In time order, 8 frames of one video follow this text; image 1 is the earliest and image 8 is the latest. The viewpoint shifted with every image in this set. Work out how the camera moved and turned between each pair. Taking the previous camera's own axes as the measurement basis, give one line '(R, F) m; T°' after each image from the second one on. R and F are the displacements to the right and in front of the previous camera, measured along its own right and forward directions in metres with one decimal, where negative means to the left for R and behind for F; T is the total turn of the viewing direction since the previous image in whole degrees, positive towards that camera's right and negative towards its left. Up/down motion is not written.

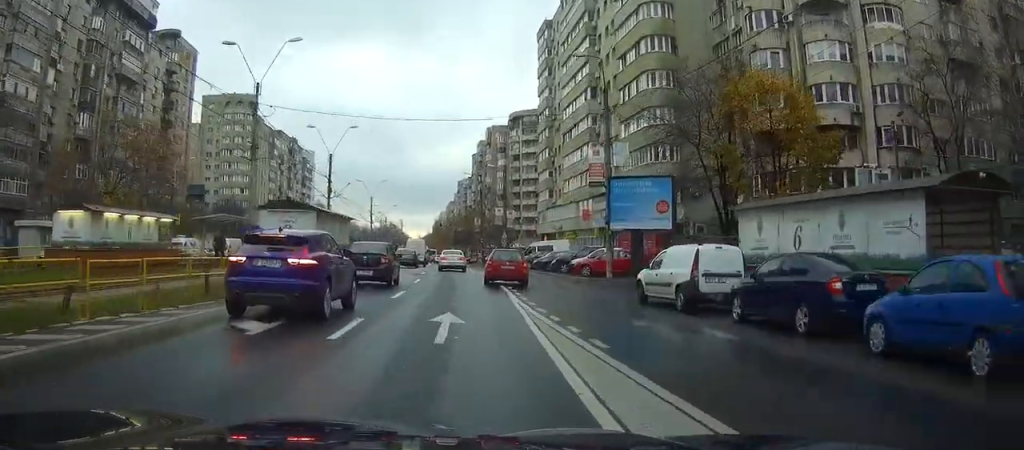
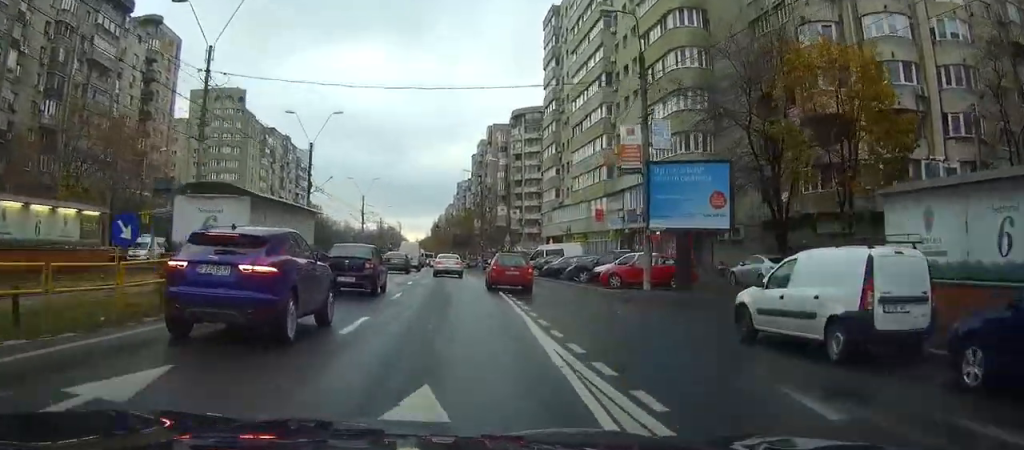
(+0.1, +8.2) m; 0°
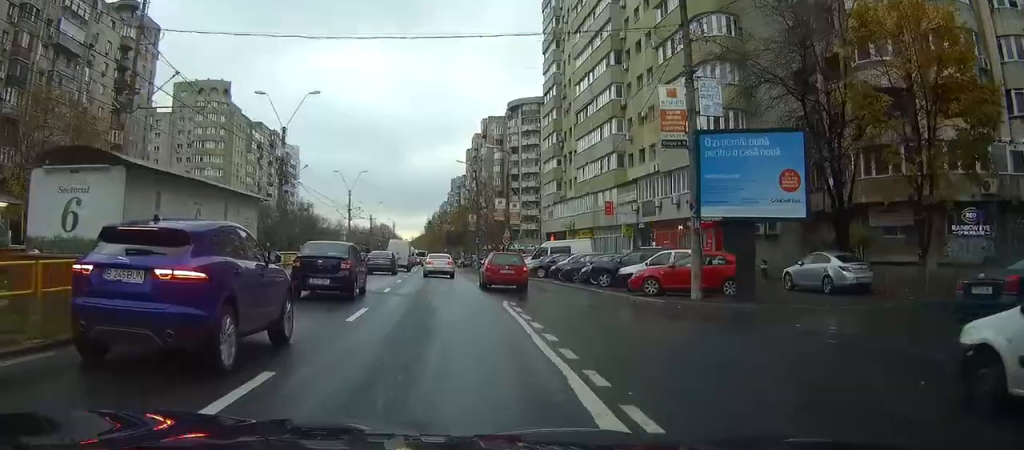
(0.0, +7.1) m; 0°
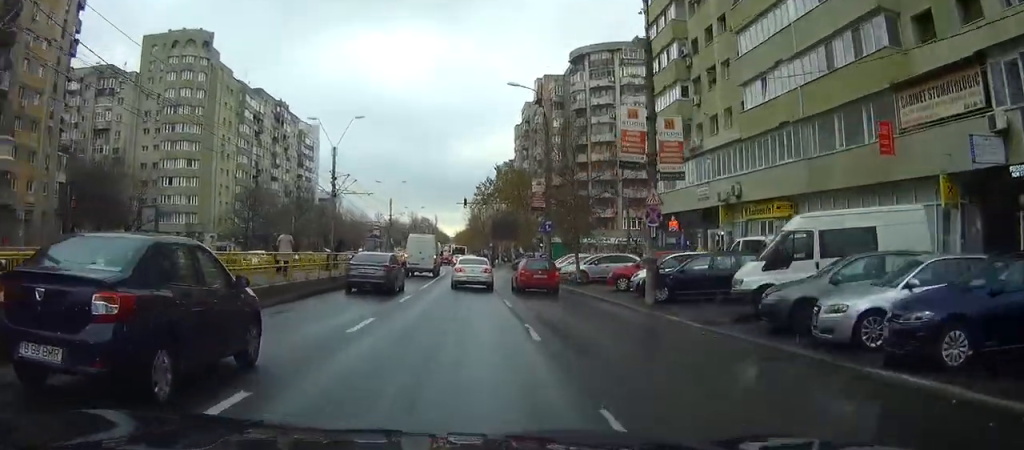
(-0.5, +37.1) m; -5°
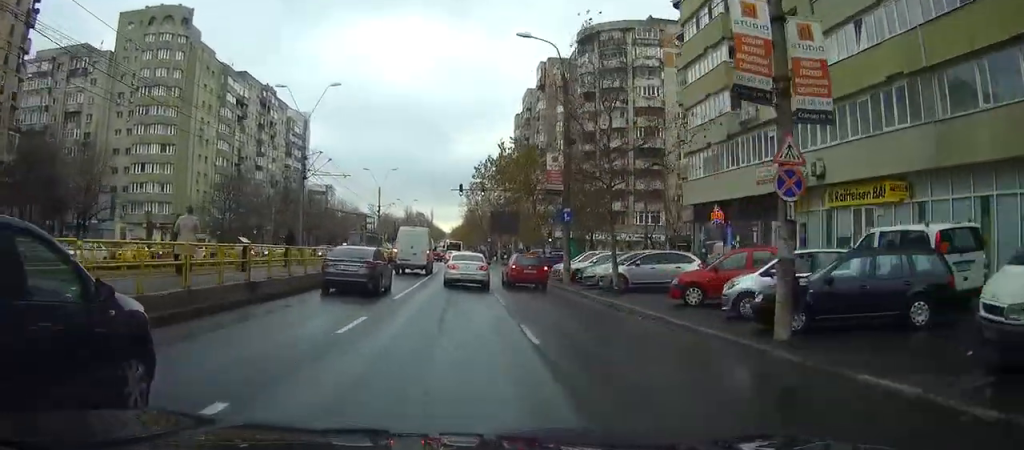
(-0.4, +8.1) m; -1°
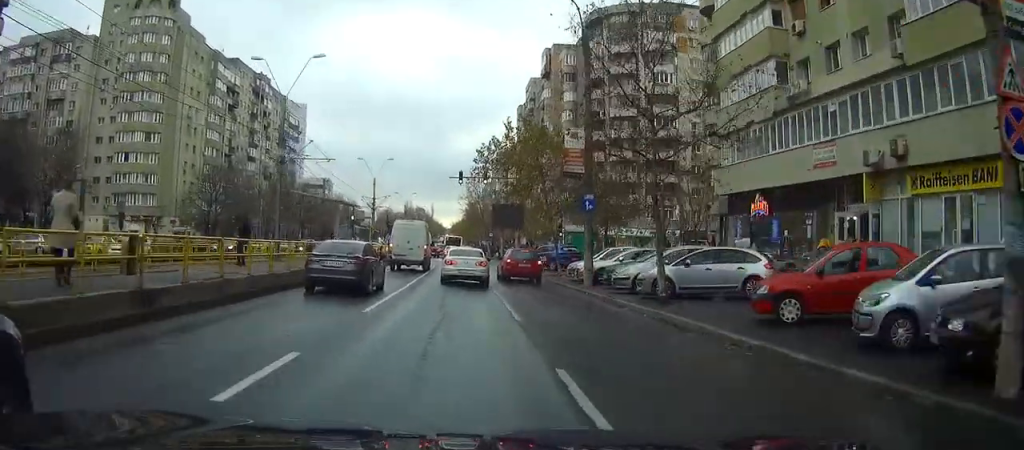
(+0.2, +5.8) m; +1°
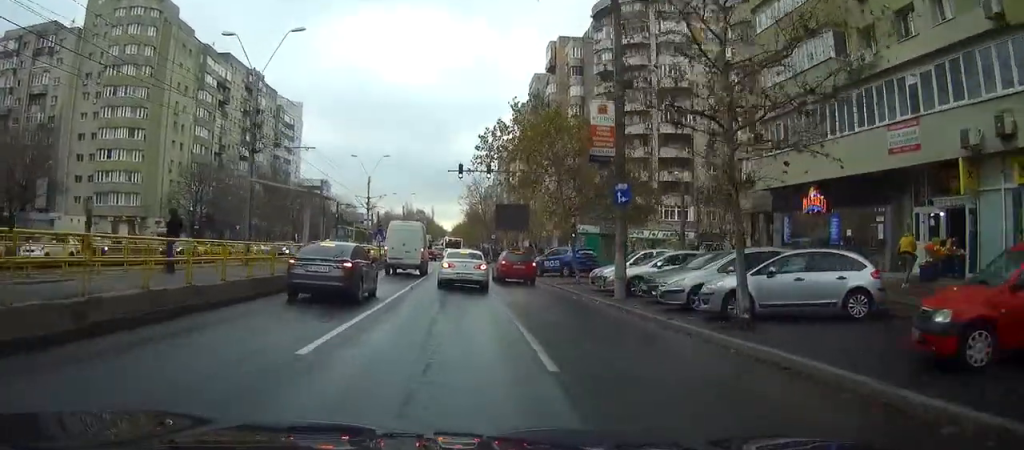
(+0.1, +5.7) m; +1°
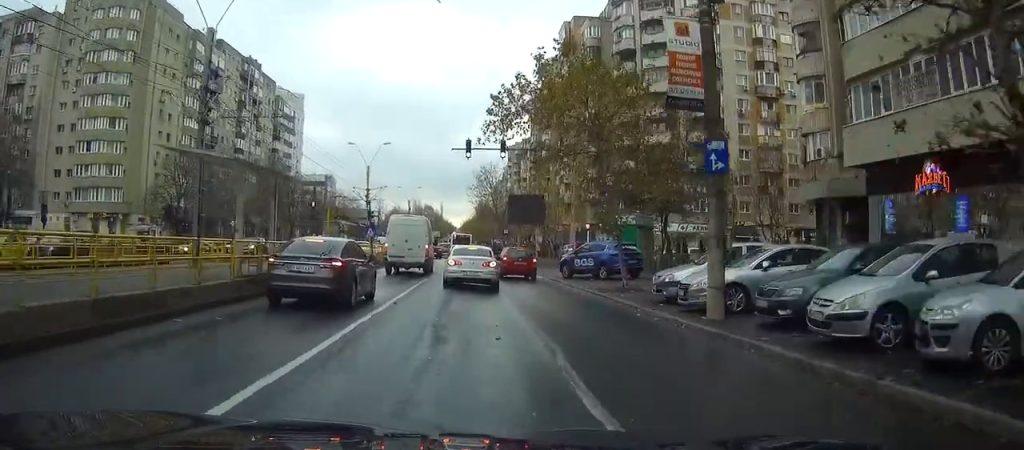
(+0.1, +8.3) m; -1°
